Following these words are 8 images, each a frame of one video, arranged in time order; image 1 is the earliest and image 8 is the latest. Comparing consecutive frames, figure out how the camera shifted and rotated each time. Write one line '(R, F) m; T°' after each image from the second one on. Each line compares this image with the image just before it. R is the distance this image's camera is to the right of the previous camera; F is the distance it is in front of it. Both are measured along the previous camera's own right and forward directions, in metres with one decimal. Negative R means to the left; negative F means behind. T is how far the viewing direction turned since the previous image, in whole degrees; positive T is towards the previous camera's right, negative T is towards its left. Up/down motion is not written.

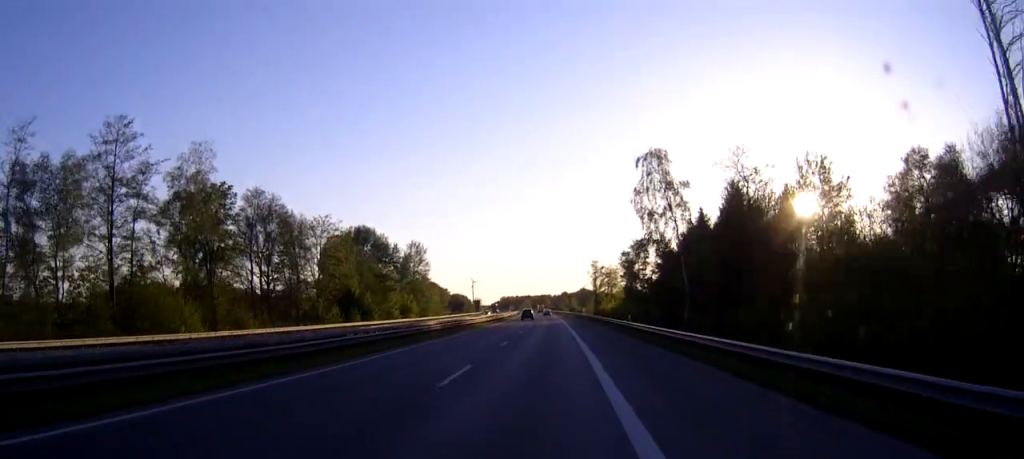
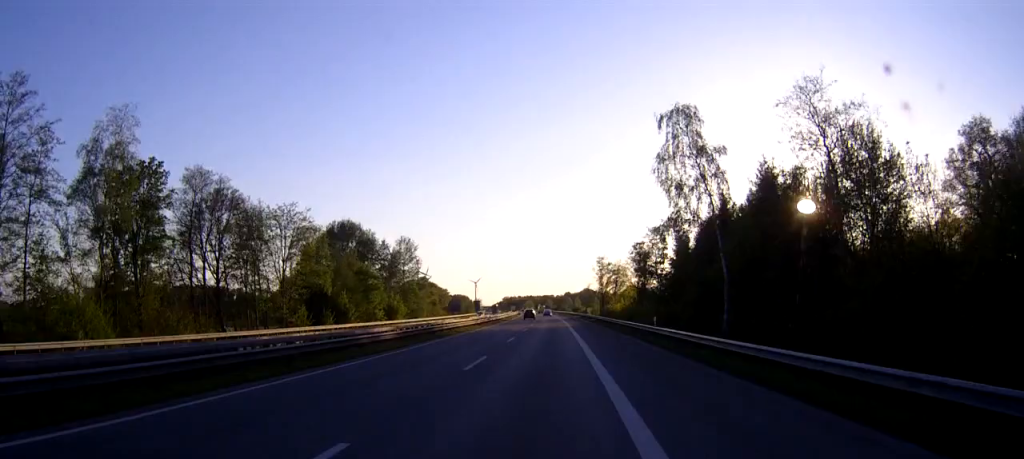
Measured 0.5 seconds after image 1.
(0.0, +13.3) m; 0°
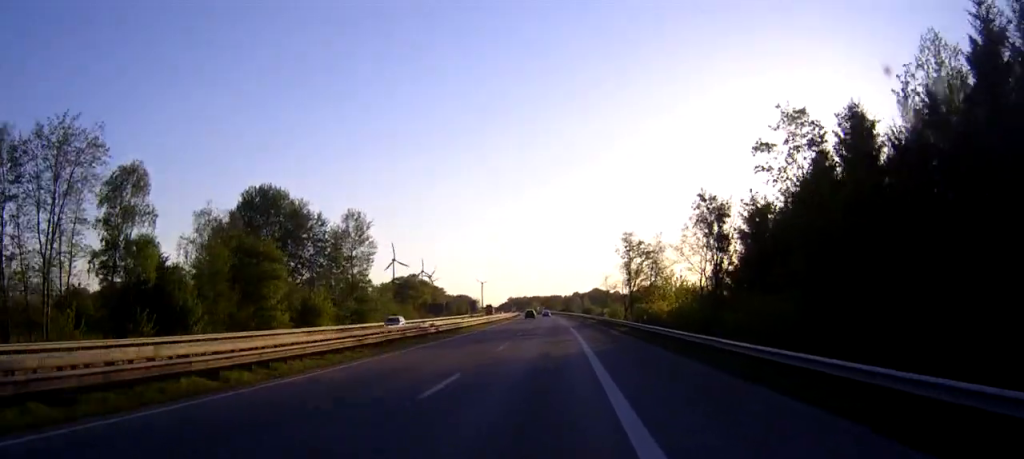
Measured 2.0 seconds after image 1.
(-0.2, +42.9) m; -1°
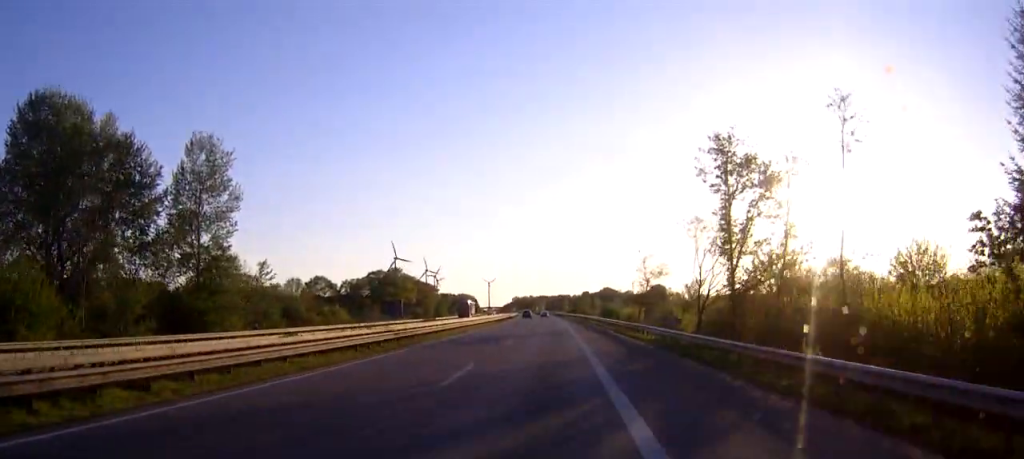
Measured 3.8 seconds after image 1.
(-0.4, +51.6) m; -1°
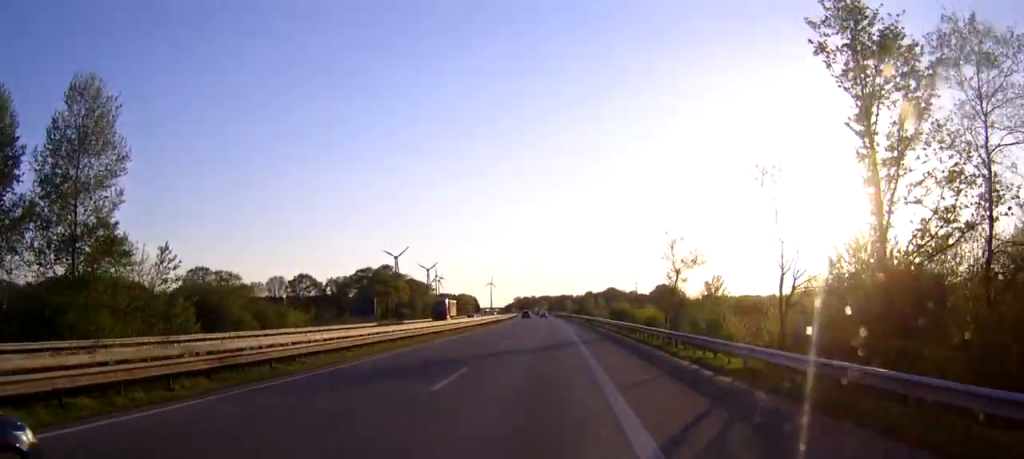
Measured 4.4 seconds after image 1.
(0.0, +19.2) m; 0°
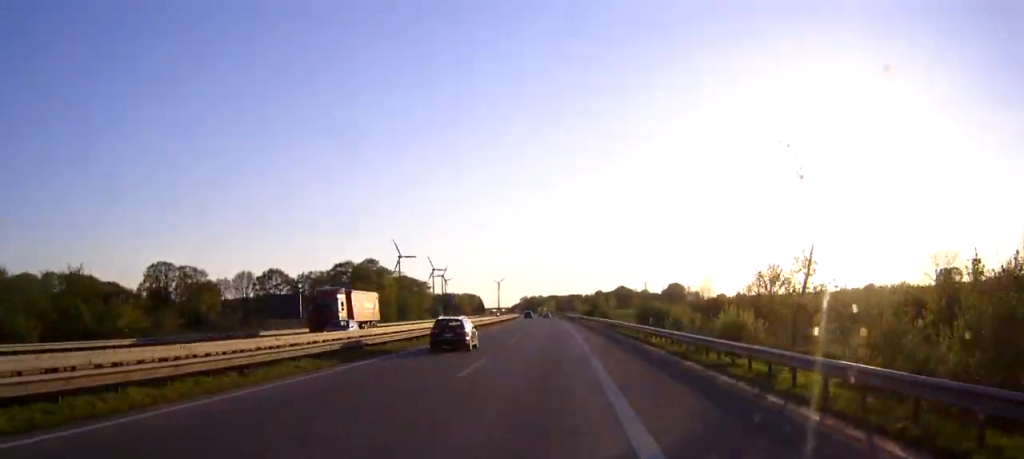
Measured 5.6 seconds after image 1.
(-0.1, +33.1) m; -1°
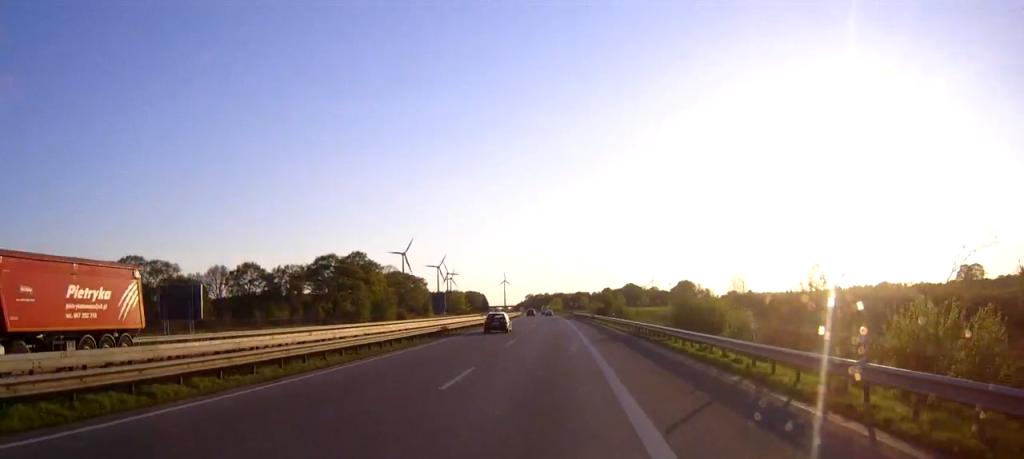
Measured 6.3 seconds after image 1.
(-0.1, +22.8) m; -1°
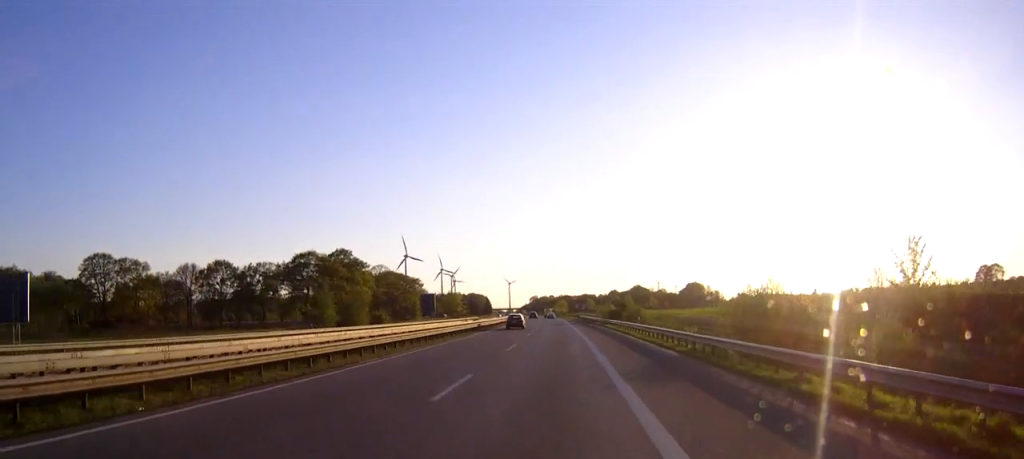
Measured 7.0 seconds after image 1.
(-0.1, +21.3) m; -1°
